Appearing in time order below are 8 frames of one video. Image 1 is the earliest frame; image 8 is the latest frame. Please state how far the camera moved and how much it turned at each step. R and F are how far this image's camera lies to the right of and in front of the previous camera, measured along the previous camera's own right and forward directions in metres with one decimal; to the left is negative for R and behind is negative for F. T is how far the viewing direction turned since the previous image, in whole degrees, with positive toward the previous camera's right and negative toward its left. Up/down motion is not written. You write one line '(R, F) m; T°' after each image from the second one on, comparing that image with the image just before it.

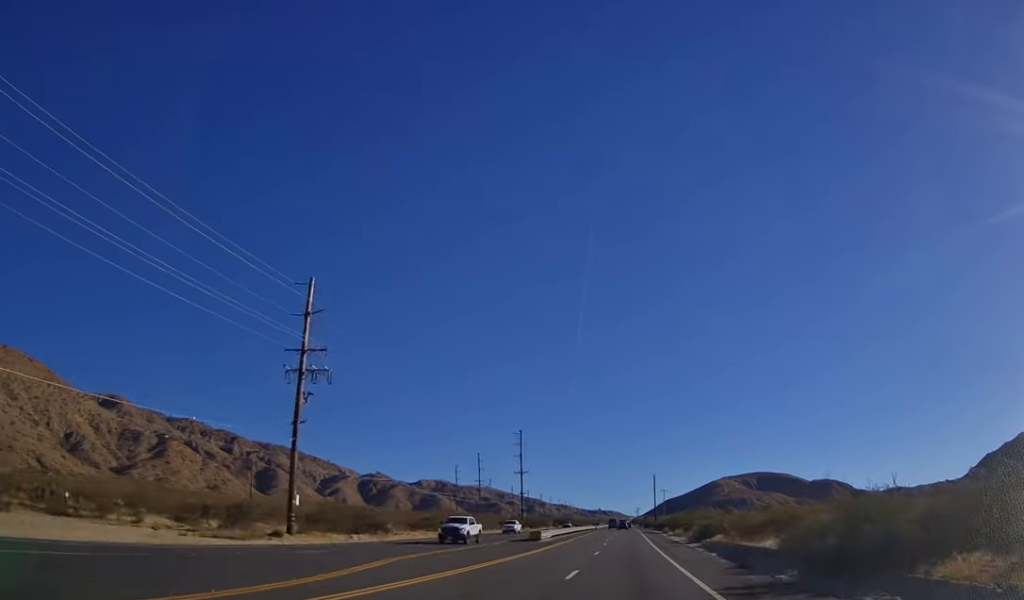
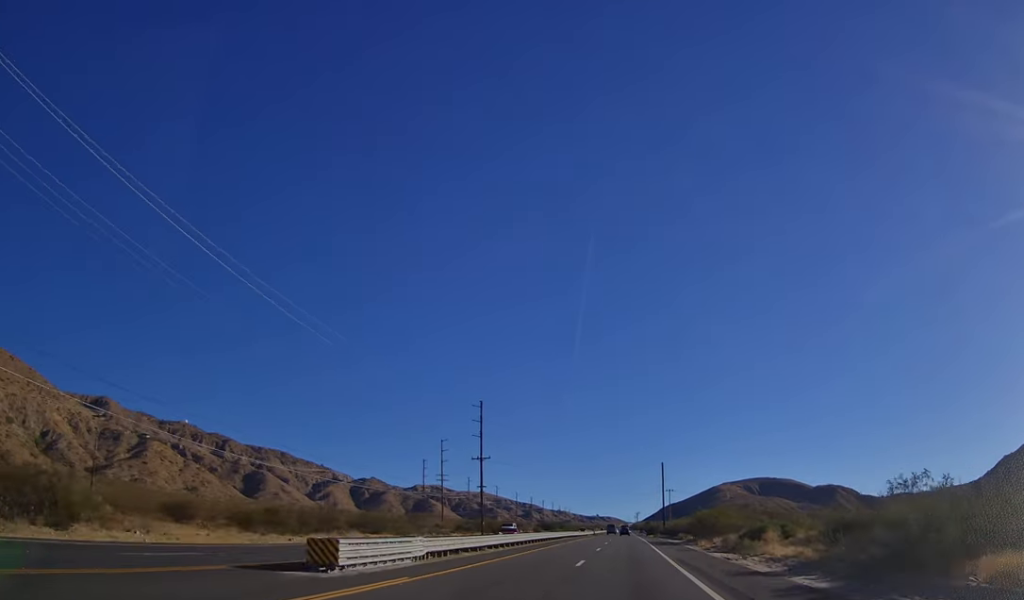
(0.0, +39.2) m; 0°
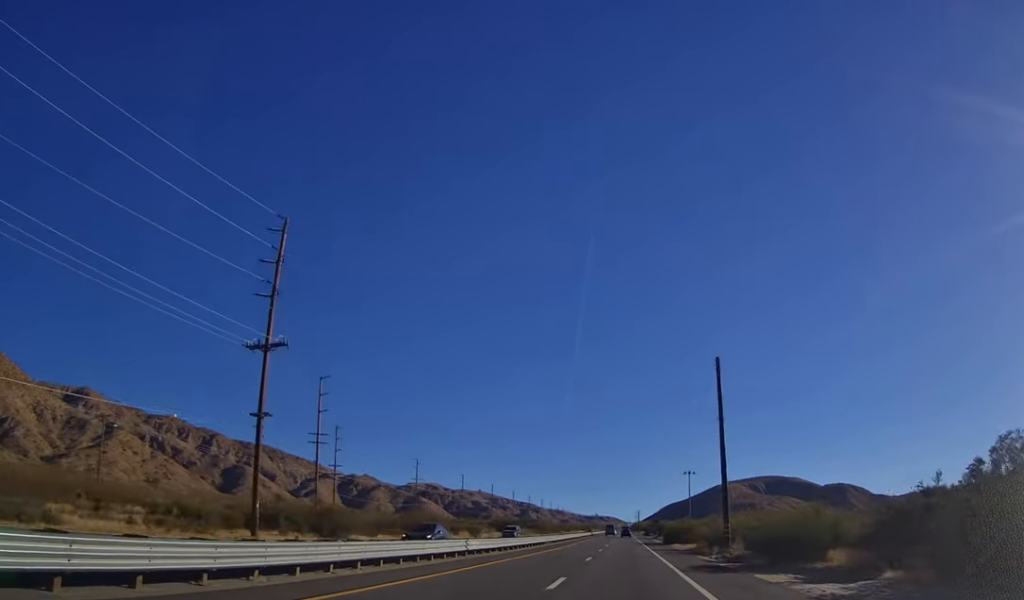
(+0.2, +66.8) m; 0°
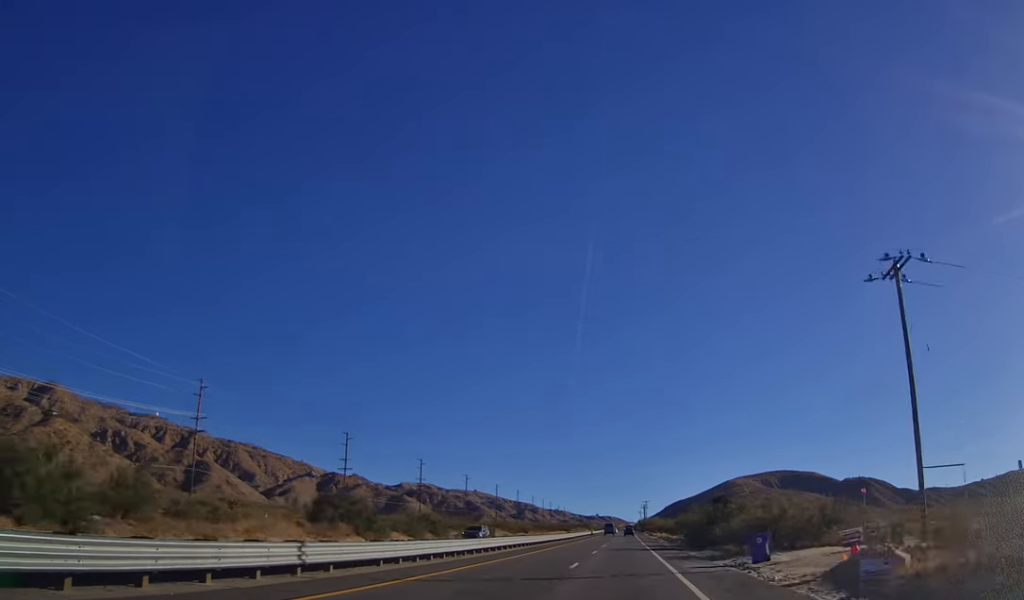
(+0.2, +110.1) m; 0°
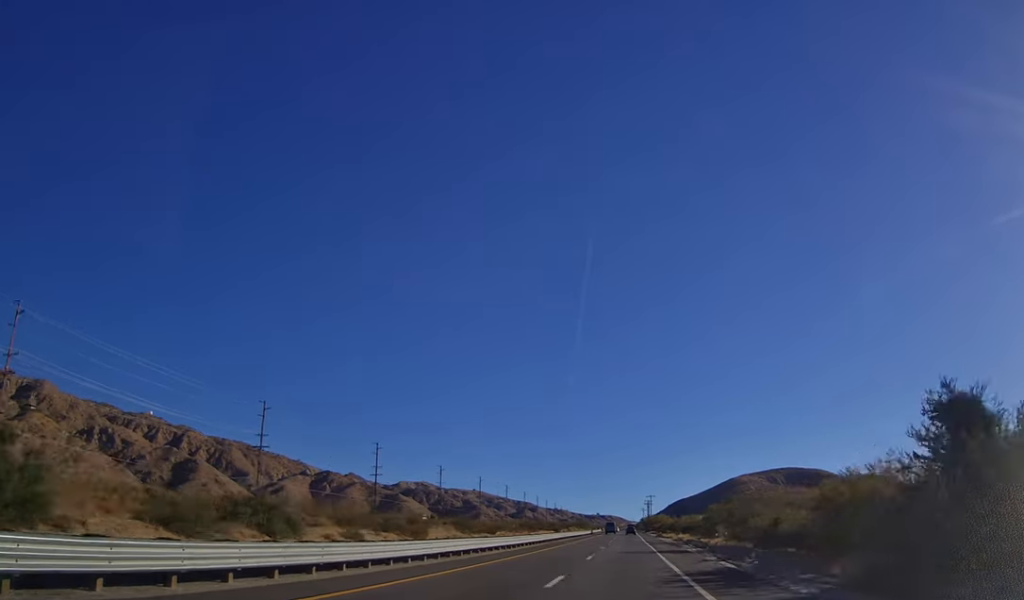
(-0.1, +37.3) m; 0°
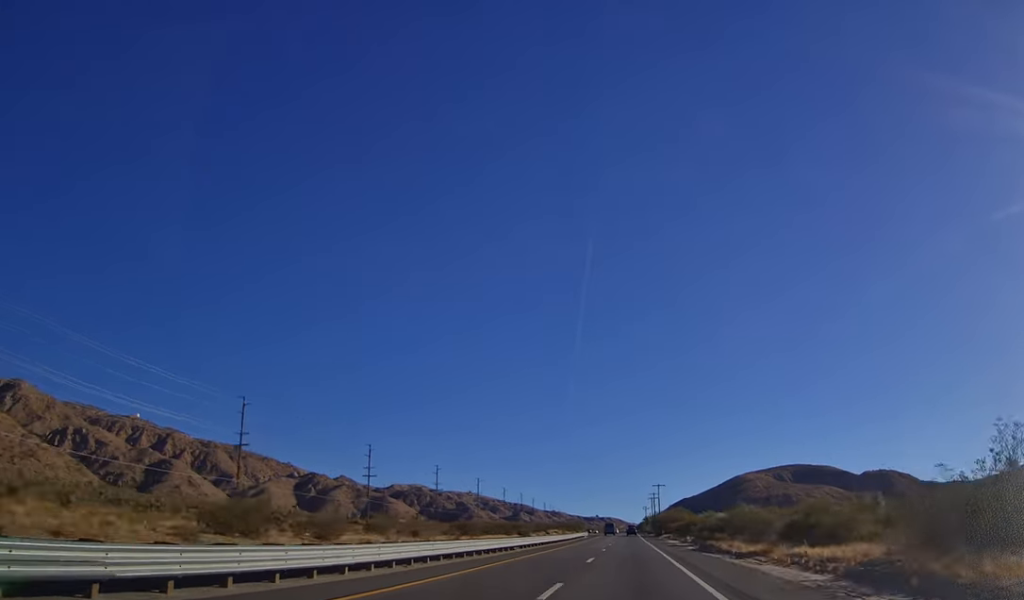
(-0.2, +60.8) m; 0°
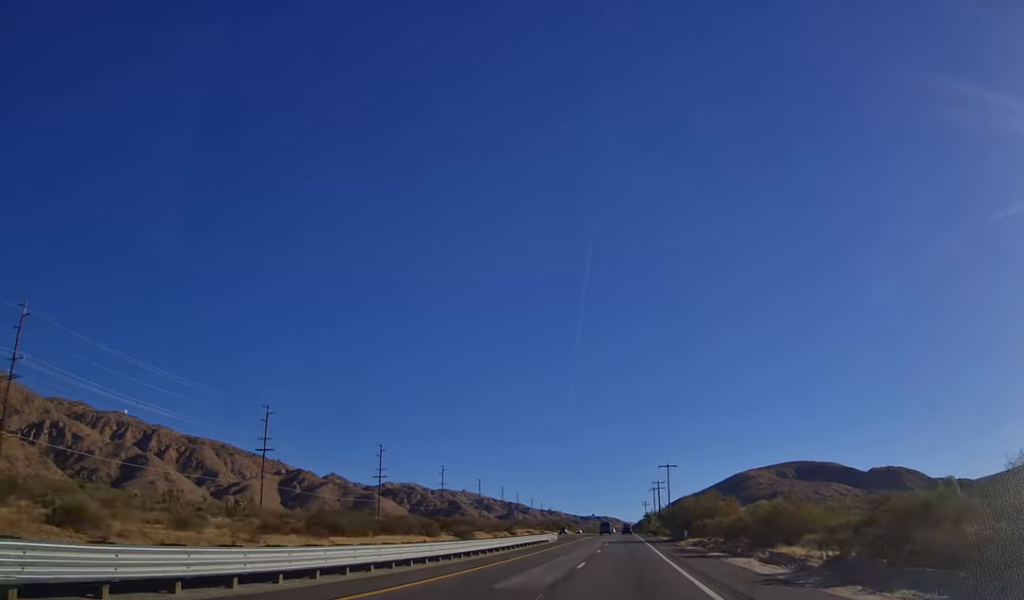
(-0.1, +47.1) m; +1°
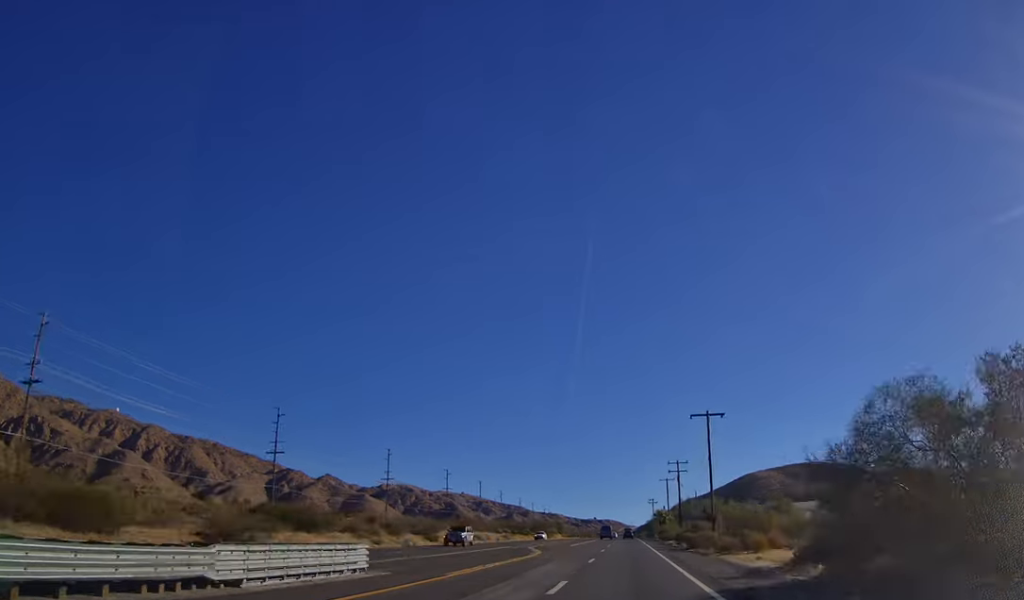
(+0.6, +53.1) m; 0°
